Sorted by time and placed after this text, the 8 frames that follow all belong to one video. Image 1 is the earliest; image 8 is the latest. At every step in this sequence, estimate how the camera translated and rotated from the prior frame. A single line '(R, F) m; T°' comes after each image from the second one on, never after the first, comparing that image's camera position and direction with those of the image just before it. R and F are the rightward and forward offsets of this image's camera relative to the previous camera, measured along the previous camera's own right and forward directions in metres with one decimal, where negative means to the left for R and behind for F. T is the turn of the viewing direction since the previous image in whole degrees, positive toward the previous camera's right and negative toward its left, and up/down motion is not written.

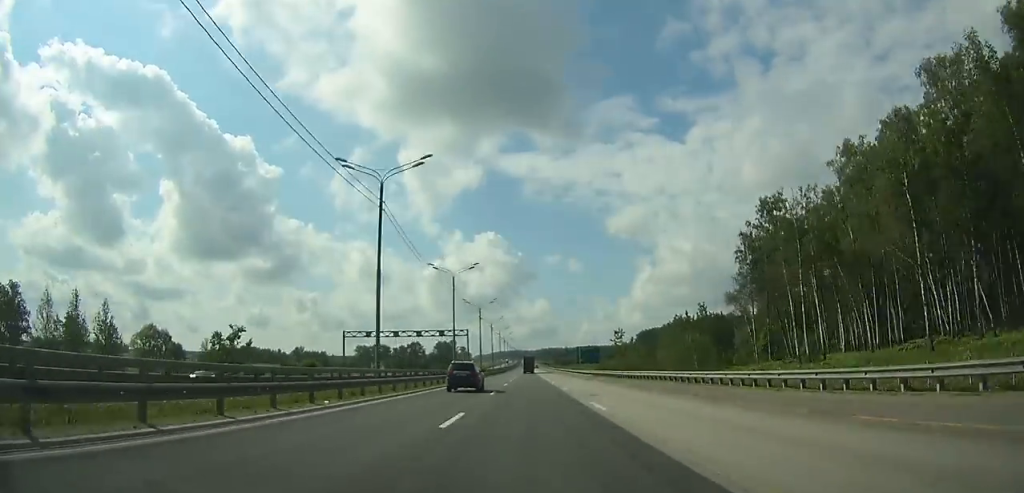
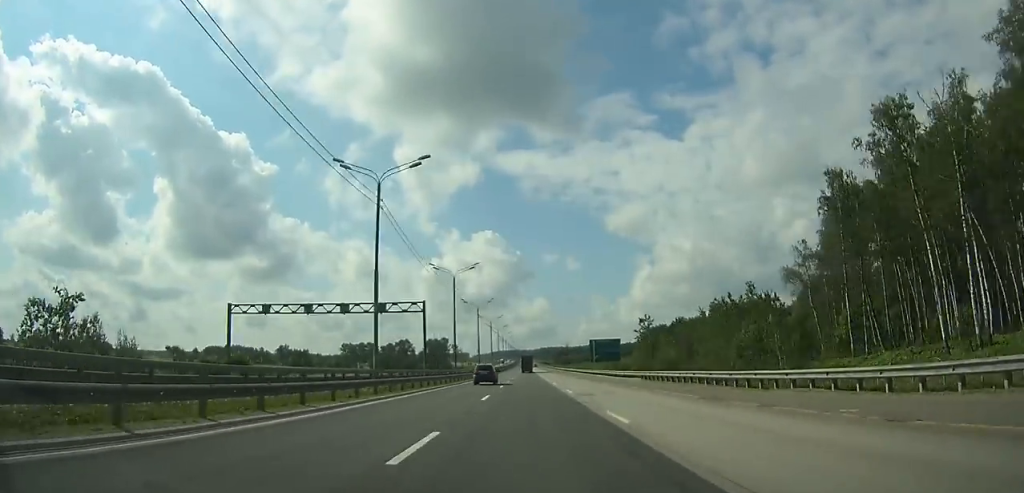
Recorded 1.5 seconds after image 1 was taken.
(0.0, +38.3) m; 0°
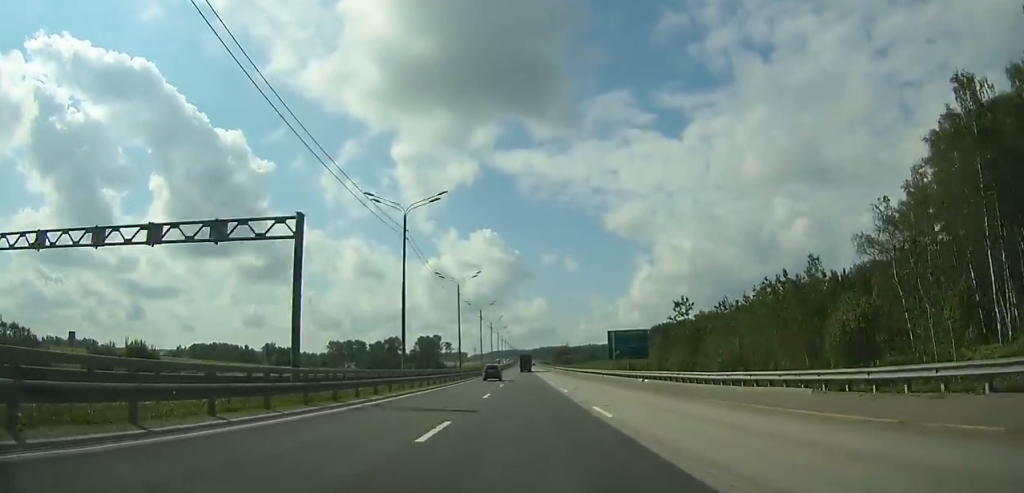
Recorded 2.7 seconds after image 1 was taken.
(0.0, +30.4) m; 0°
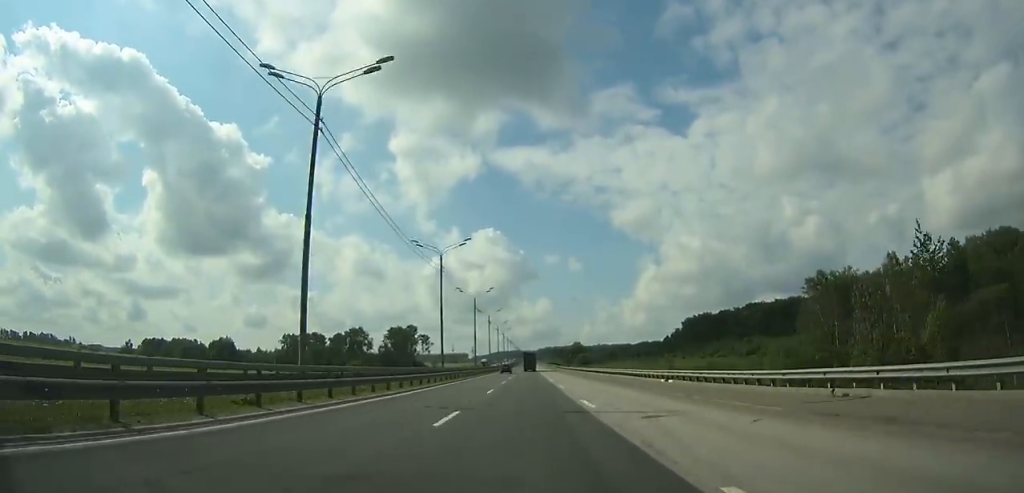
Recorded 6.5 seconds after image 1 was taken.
(-0.1, +95.1) m; 0°
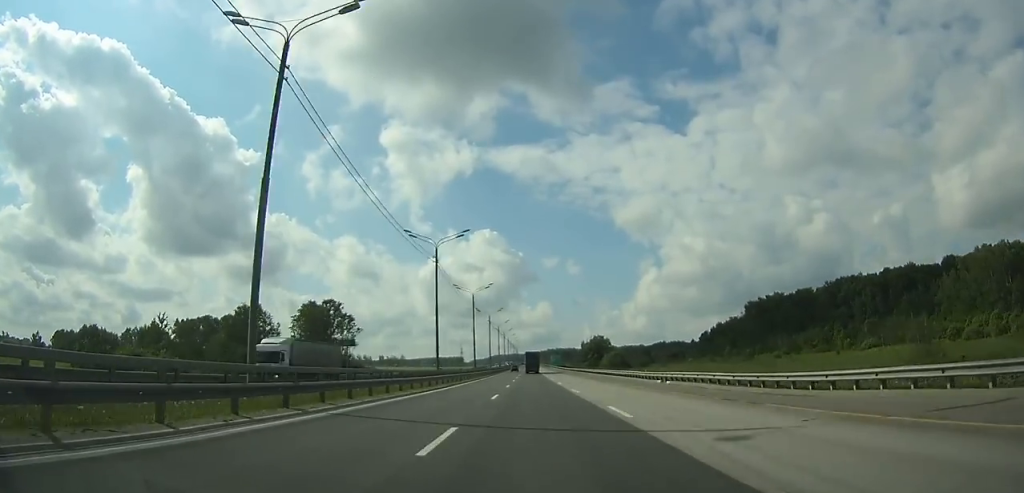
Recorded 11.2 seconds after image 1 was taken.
(-0.5, +116.6) m; 0°
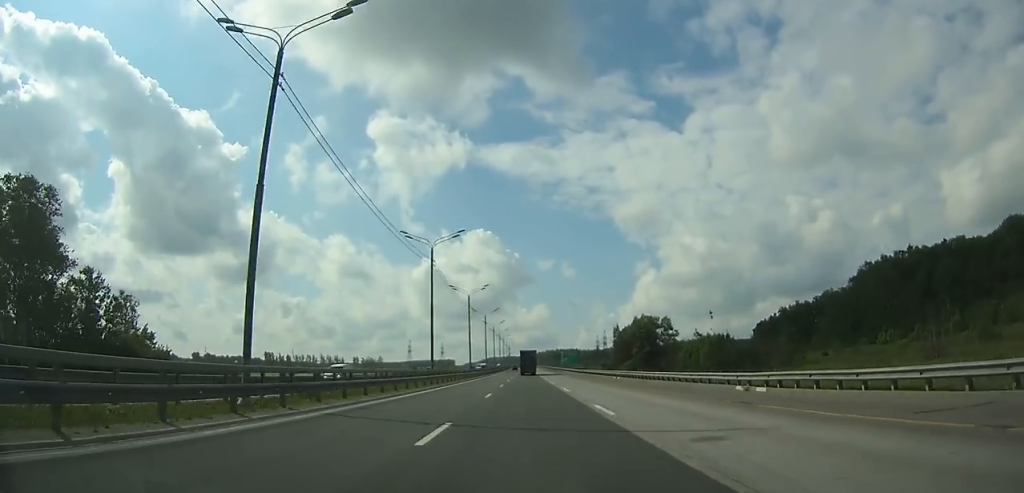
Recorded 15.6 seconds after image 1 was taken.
(+0.4, +108.6) m; 0°
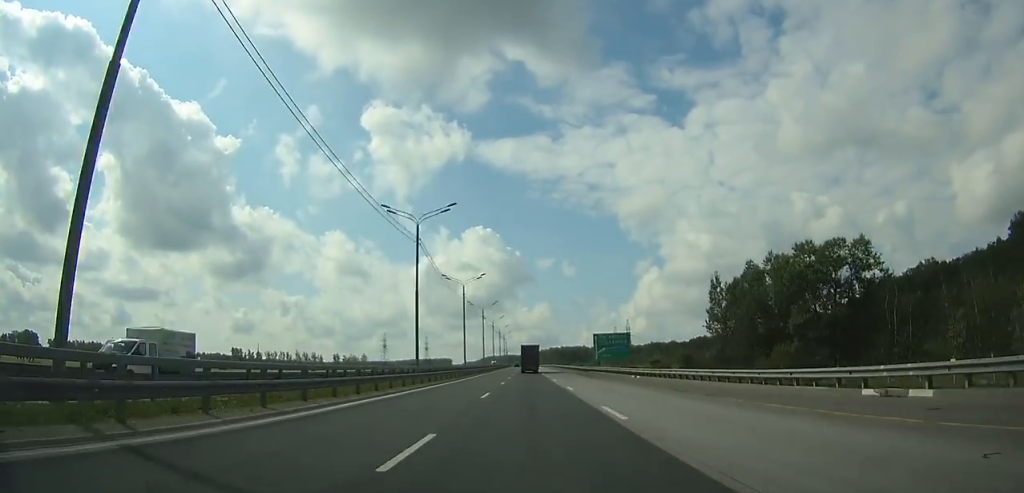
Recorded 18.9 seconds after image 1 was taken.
(0.0, +80.0) m; 0°
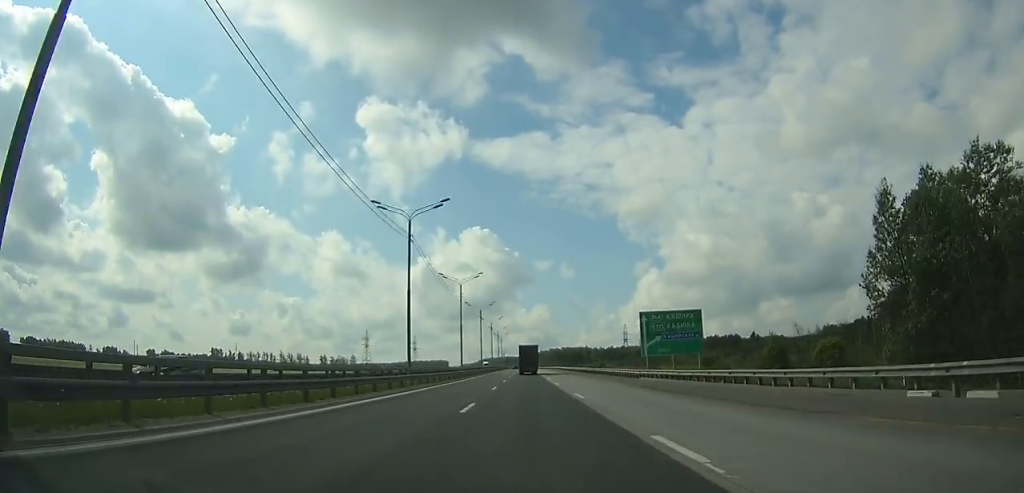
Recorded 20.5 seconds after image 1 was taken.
(0.0, +38.2) m; 0°
